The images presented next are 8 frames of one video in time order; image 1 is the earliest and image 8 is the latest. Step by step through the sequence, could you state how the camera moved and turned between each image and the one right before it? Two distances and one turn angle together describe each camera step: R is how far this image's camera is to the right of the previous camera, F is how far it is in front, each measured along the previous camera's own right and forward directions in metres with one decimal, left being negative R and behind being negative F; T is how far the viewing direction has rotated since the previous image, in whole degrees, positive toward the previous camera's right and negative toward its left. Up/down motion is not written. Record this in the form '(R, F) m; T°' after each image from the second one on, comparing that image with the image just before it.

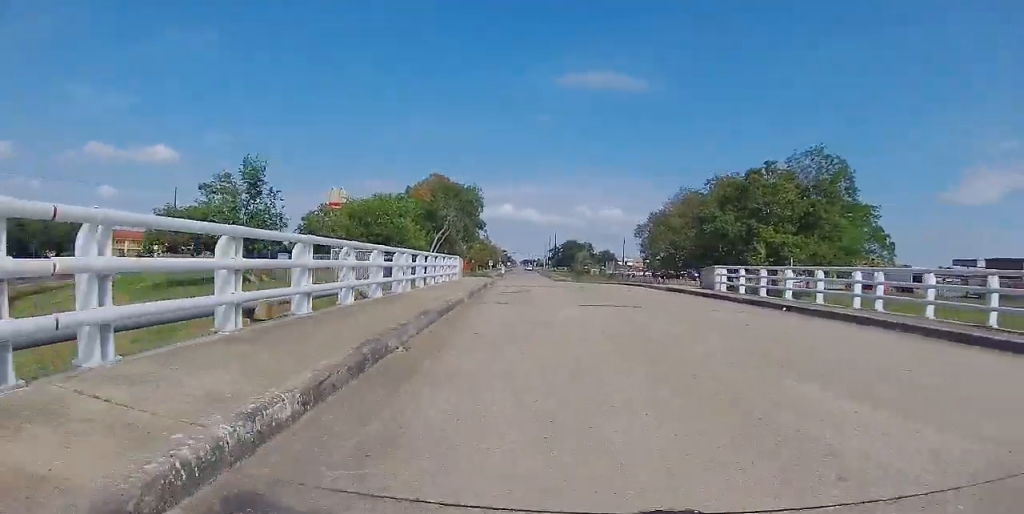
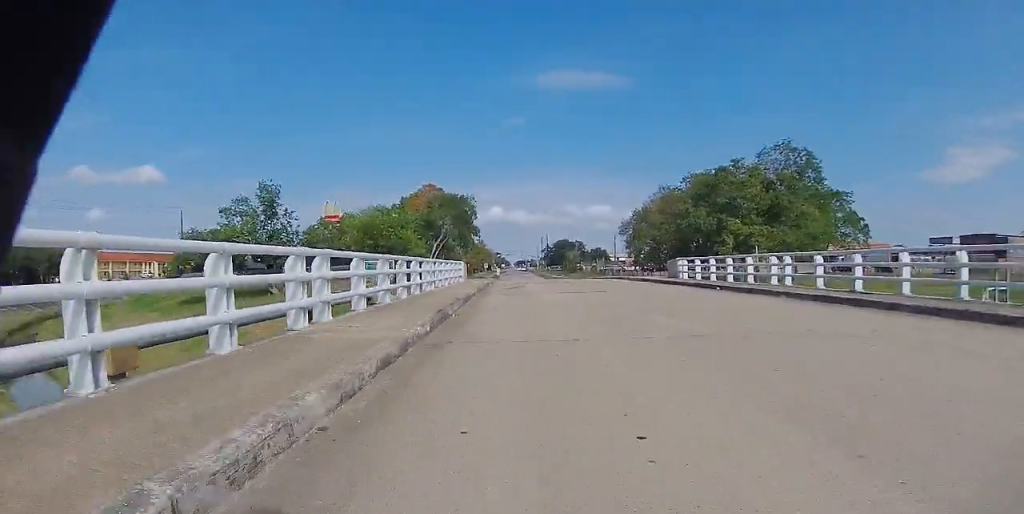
(0.0, +4.6) m; 0°
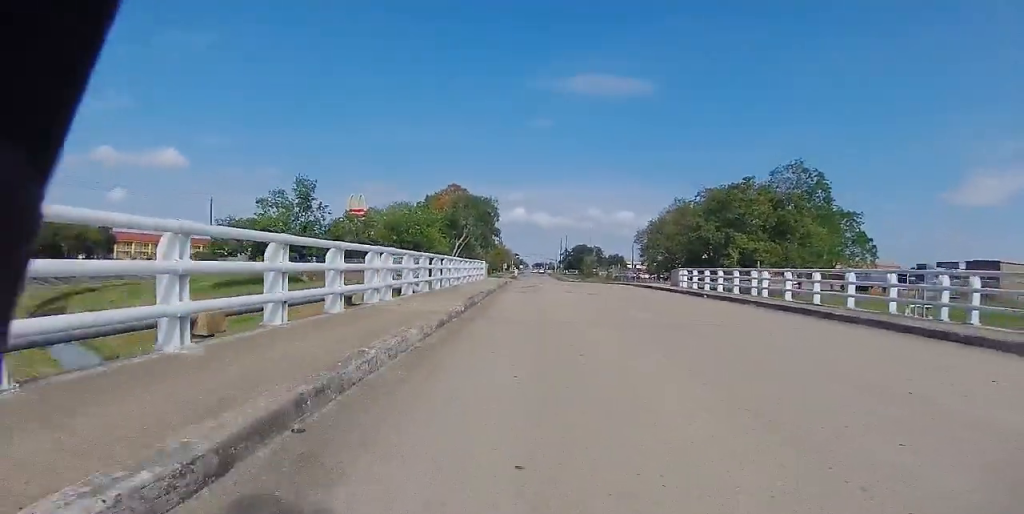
(0.0, +3.1) m; 0°
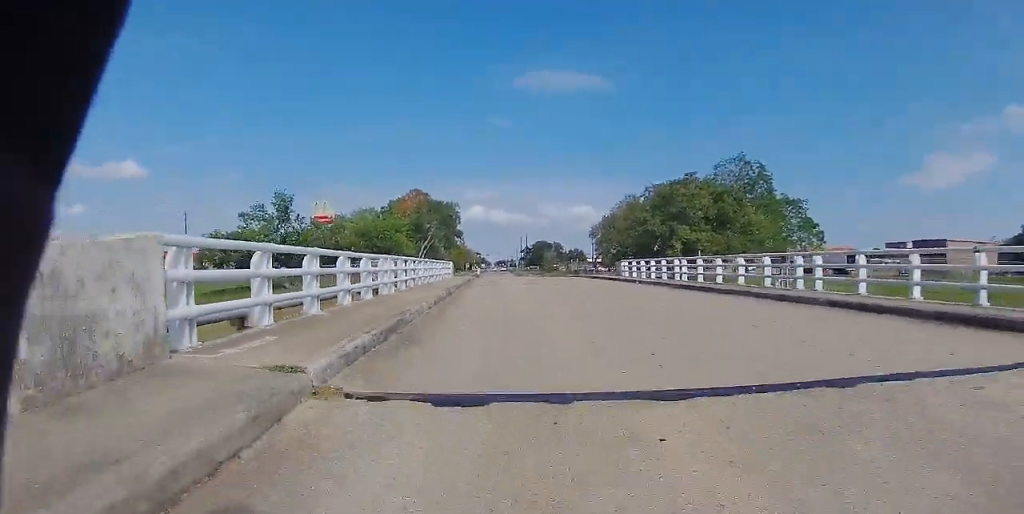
(0.0, +4.9) m; 0°
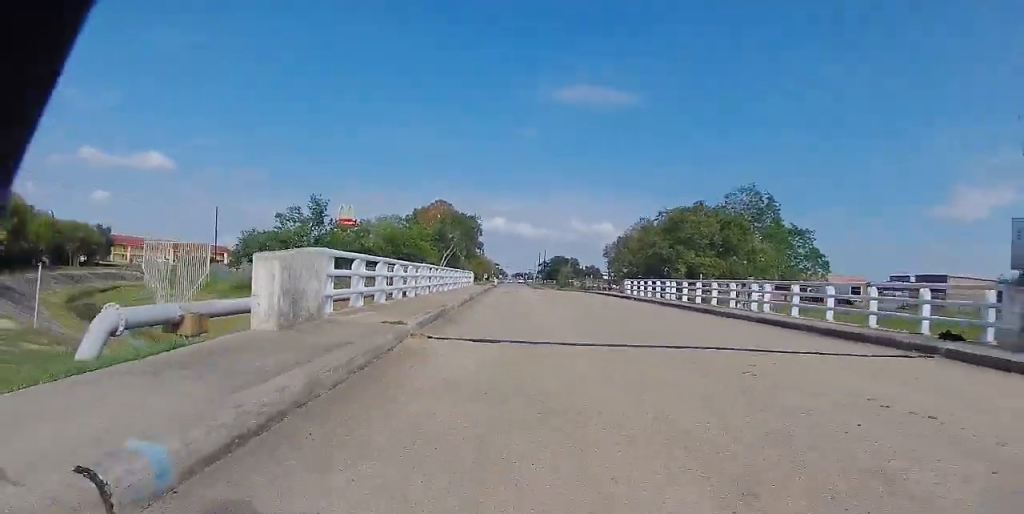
(0.0, +4.4) m; 0°
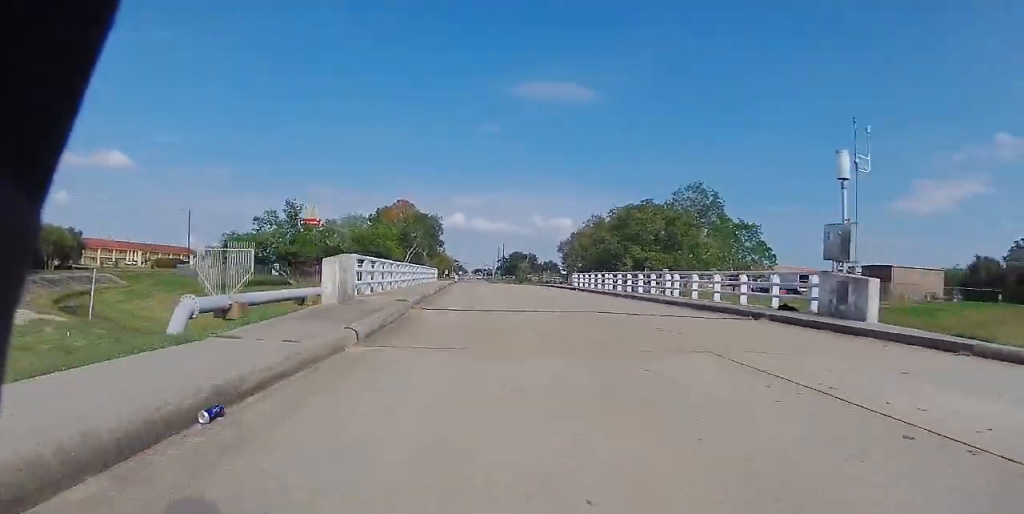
(0.0, +5.7) m; 0°
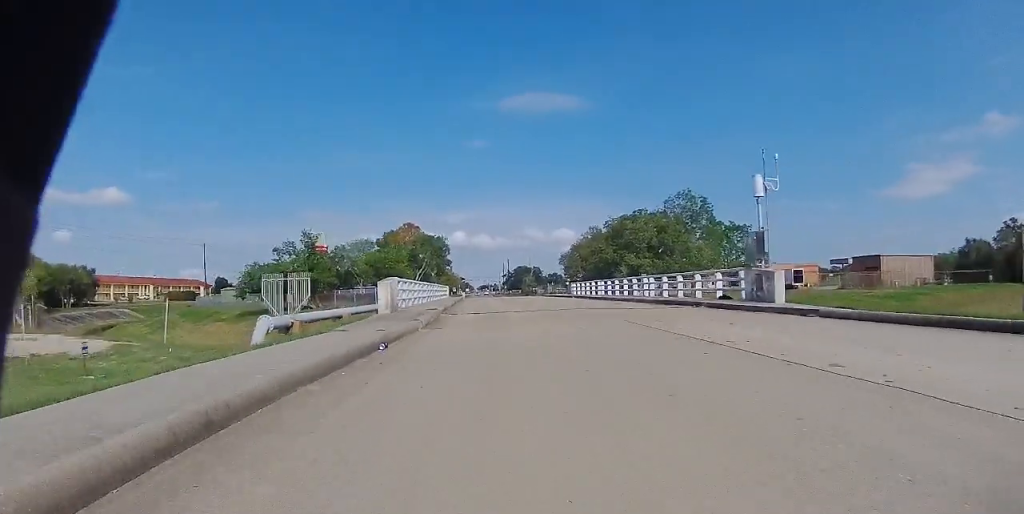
(0.0, +5.2) m; 0°
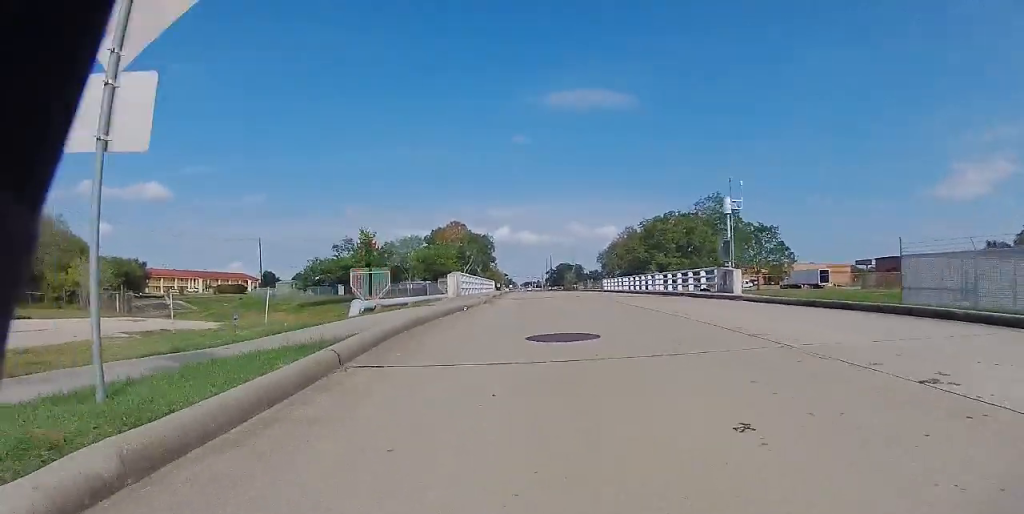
(0.0, +6.5) m; 0°
